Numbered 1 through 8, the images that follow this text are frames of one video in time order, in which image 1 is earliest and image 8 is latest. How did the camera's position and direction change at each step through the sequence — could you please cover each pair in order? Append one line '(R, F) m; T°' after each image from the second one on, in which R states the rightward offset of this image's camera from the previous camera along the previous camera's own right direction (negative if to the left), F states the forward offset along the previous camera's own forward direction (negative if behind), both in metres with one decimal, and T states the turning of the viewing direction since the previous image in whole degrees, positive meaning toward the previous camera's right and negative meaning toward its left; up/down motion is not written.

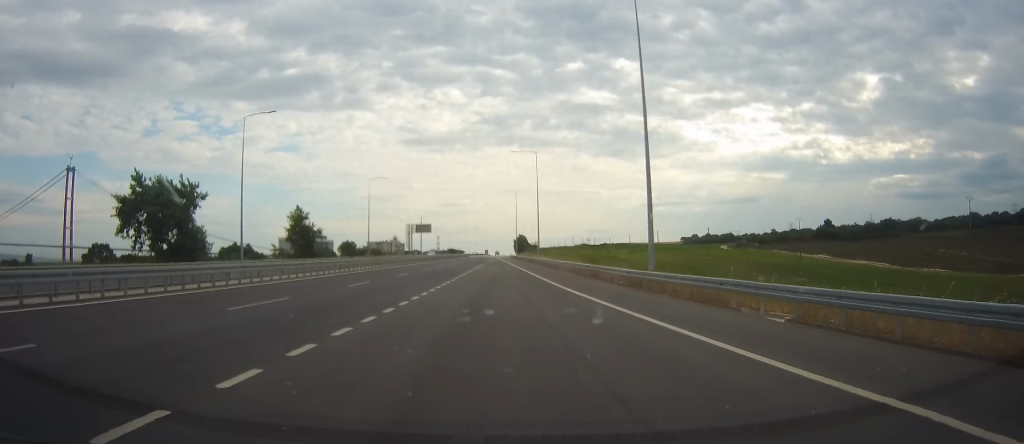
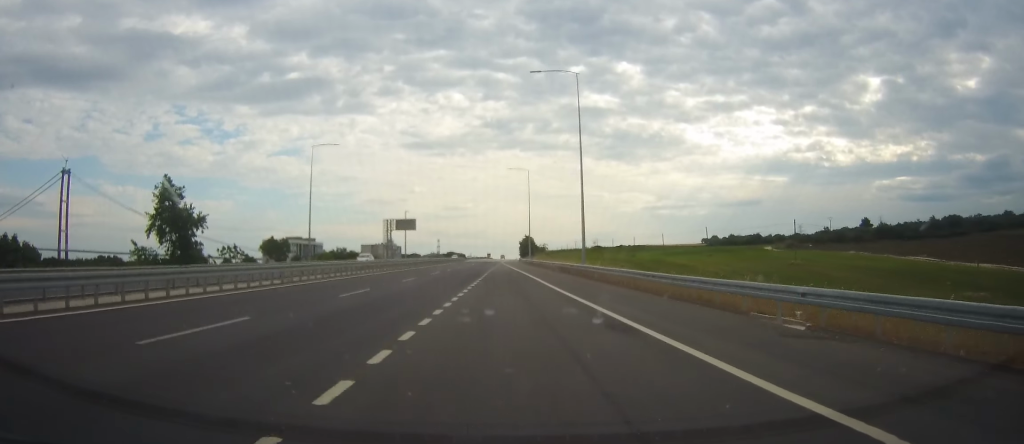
(-0.7, +43.1) m; 0°
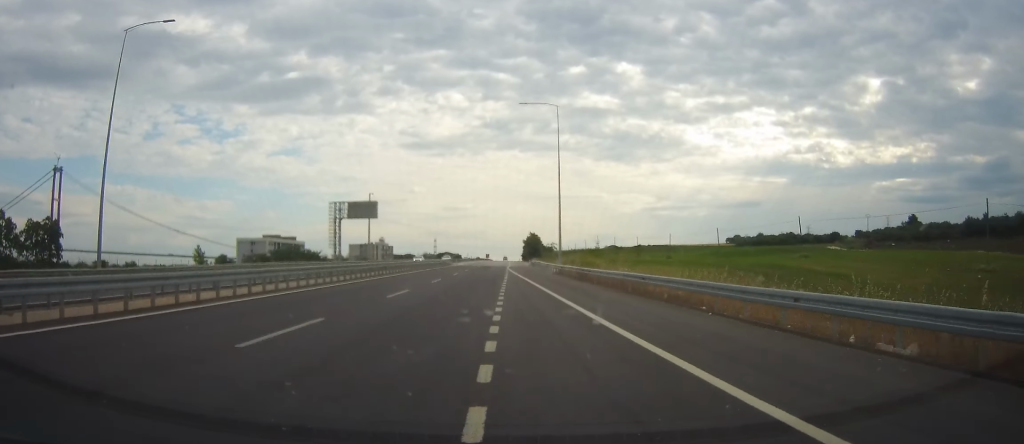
(+1.0, +50.5) m; 0°
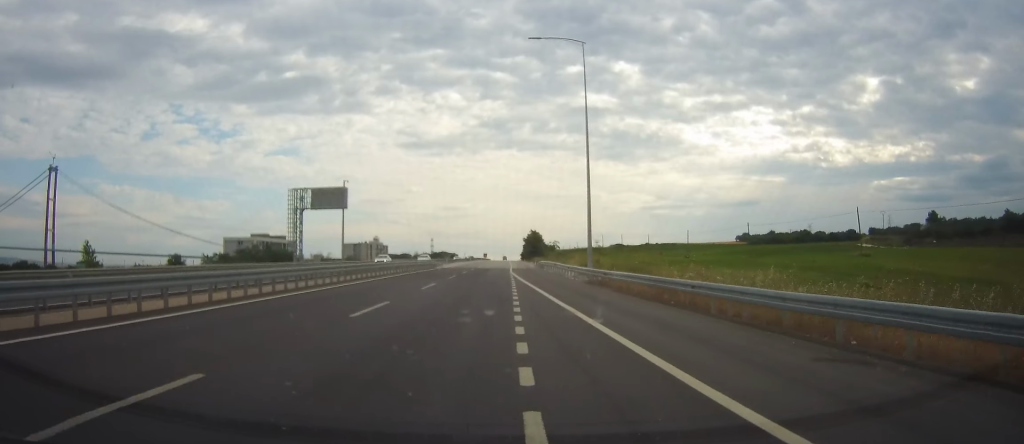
(-0.7, +19.4) m; -1°
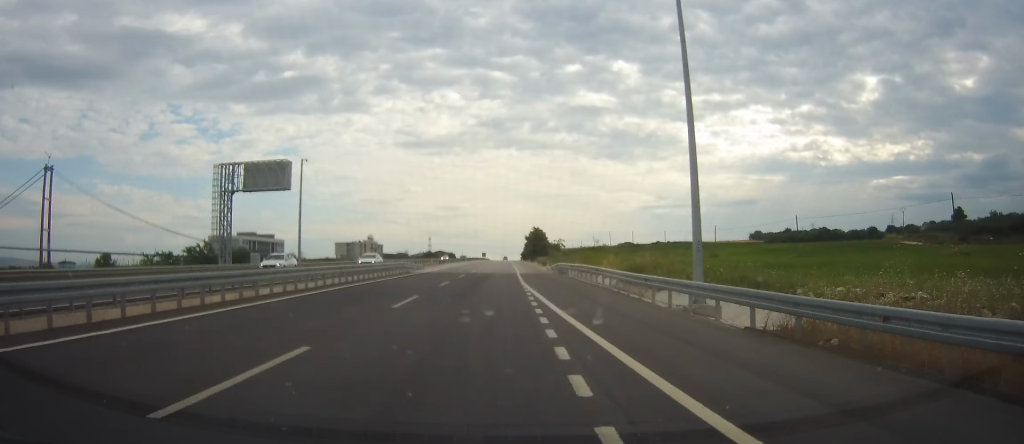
(-0.2, +22.3) m; 0°
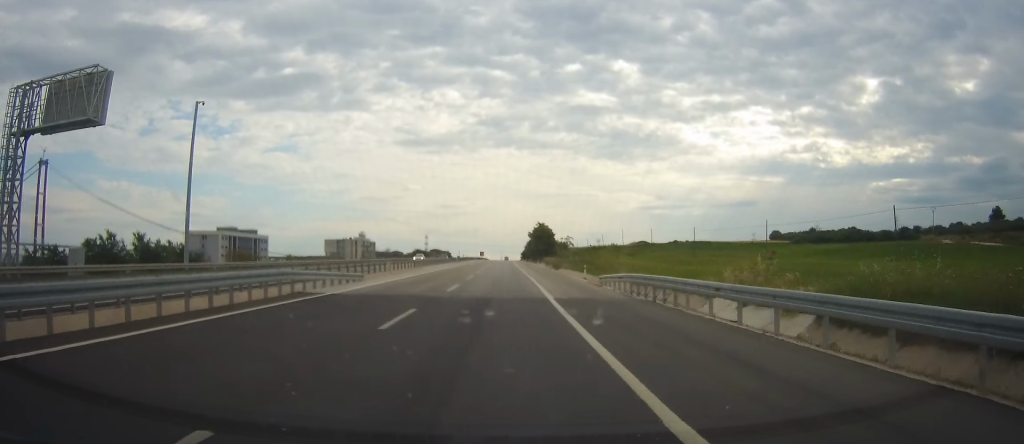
(+0.5, +30.4) m; +1°
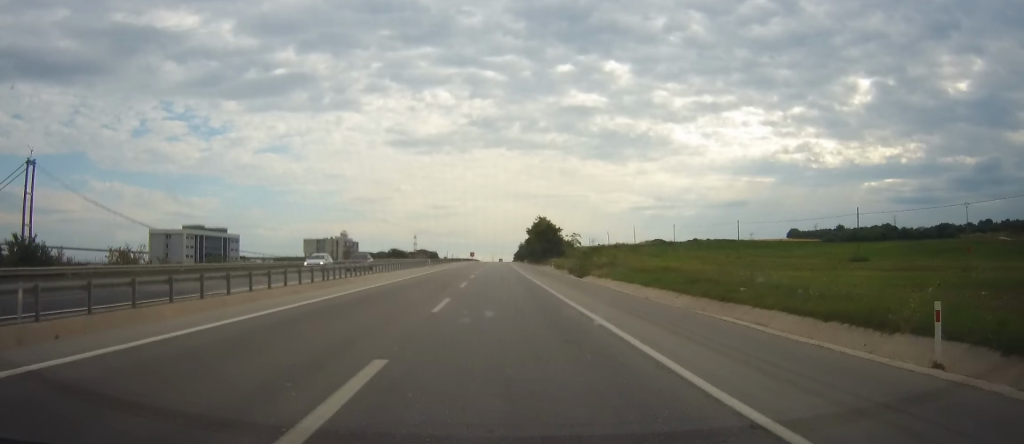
(-0.1, +36.1) m; 0°
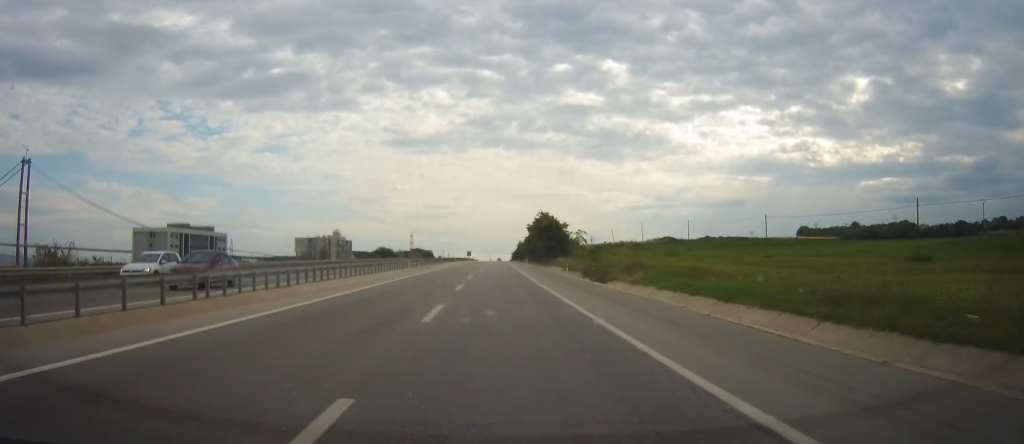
(-0.1, +15.7) m; 0°
